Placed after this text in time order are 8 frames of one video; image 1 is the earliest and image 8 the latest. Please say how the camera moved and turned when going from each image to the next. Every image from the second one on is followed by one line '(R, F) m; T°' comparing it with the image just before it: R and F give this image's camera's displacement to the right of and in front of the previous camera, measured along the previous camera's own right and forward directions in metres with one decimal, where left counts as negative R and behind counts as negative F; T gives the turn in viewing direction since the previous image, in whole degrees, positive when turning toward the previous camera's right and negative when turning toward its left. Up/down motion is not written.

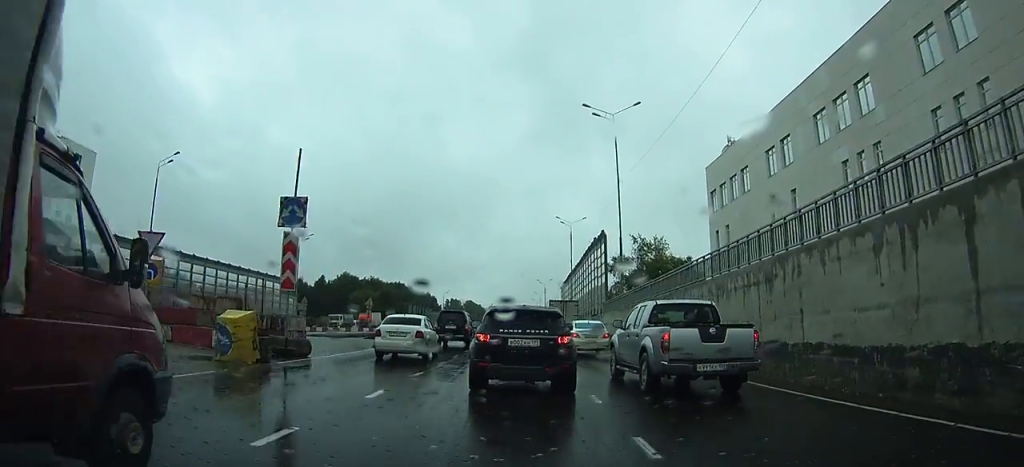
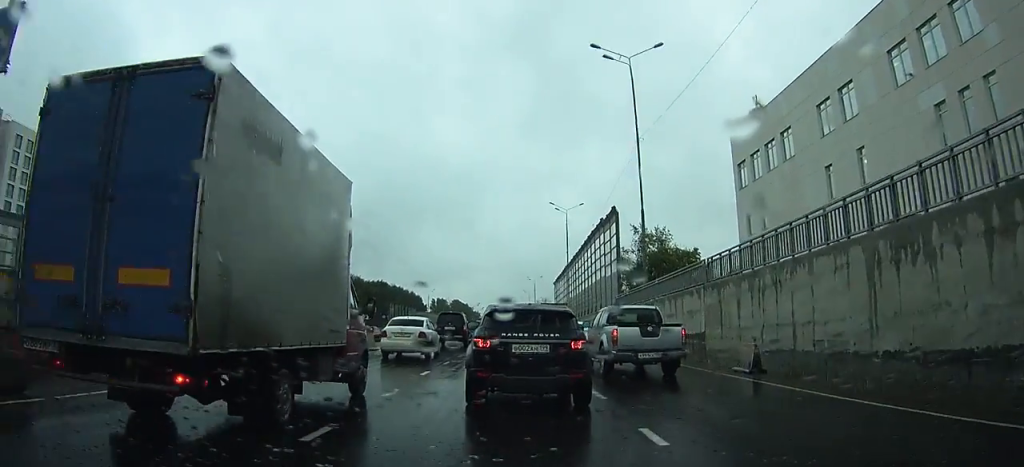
(+0.2, +11.2) m; +1°
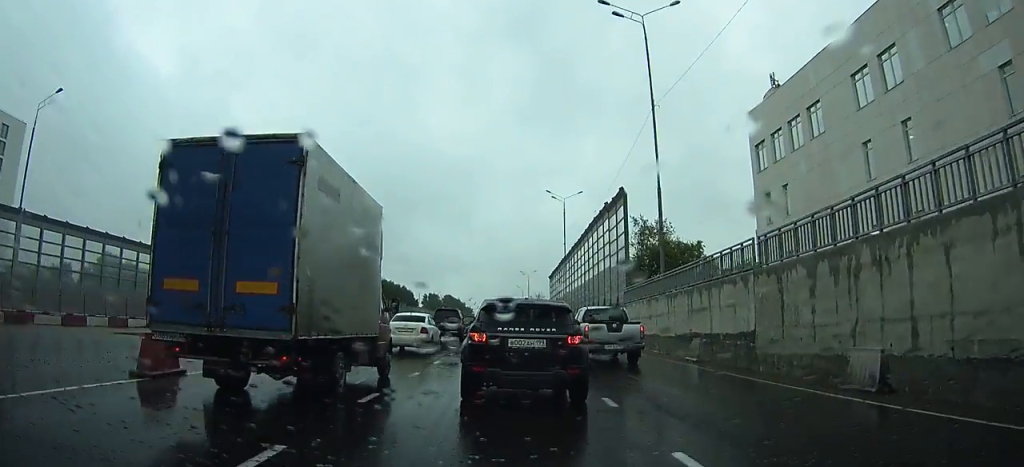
(0.0, +6.0) m; 0°
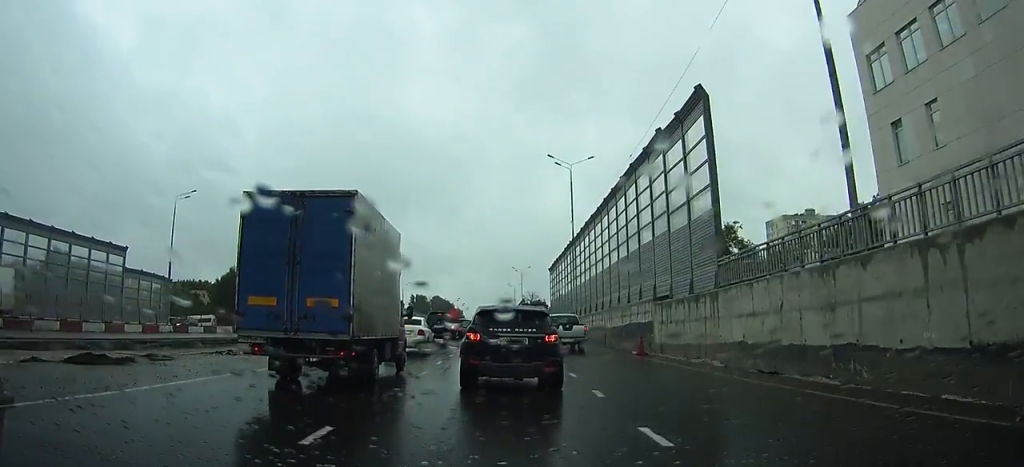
(0.0, +19.1) m; 0°
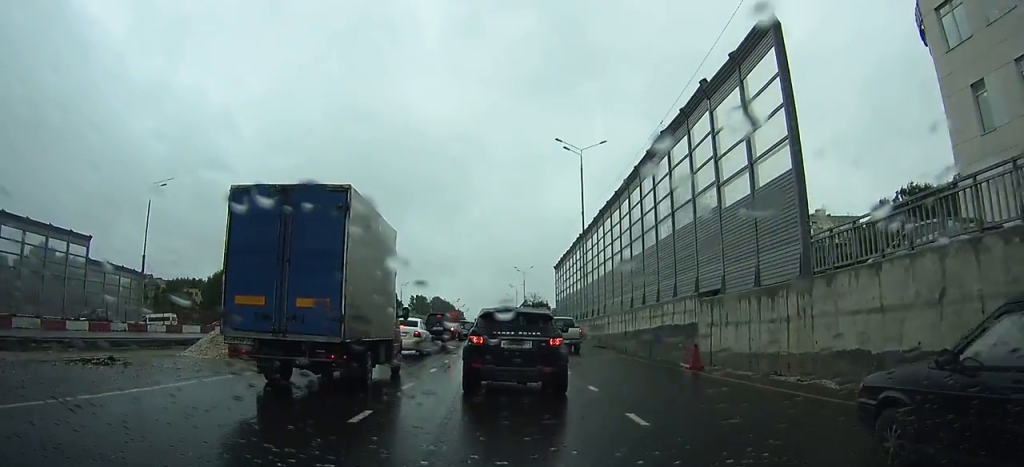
(0.0, +6.2) m; 0°
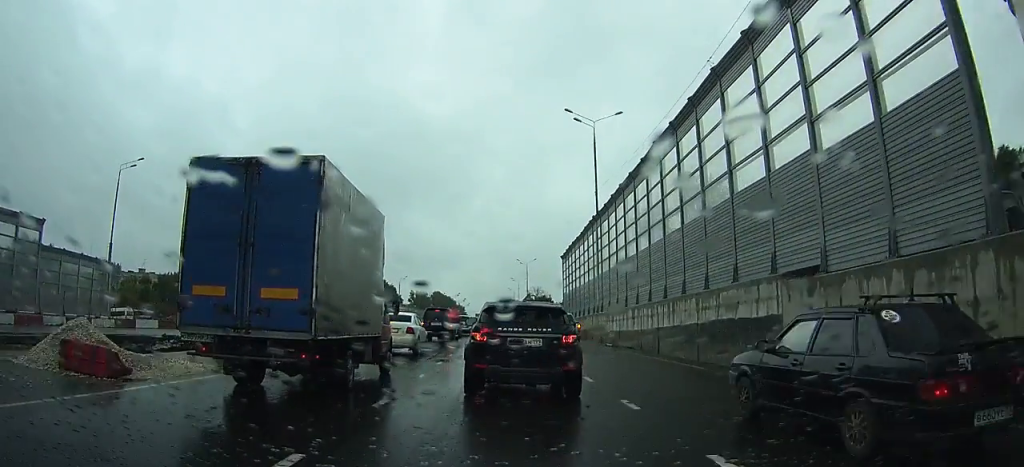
(0.0, +6.3) m; 0°
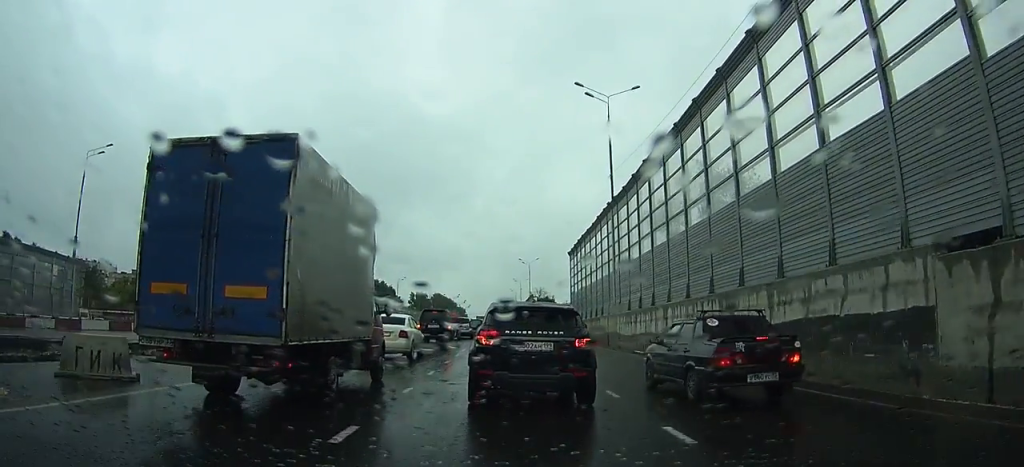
(0.0, +6.2) m; 0°
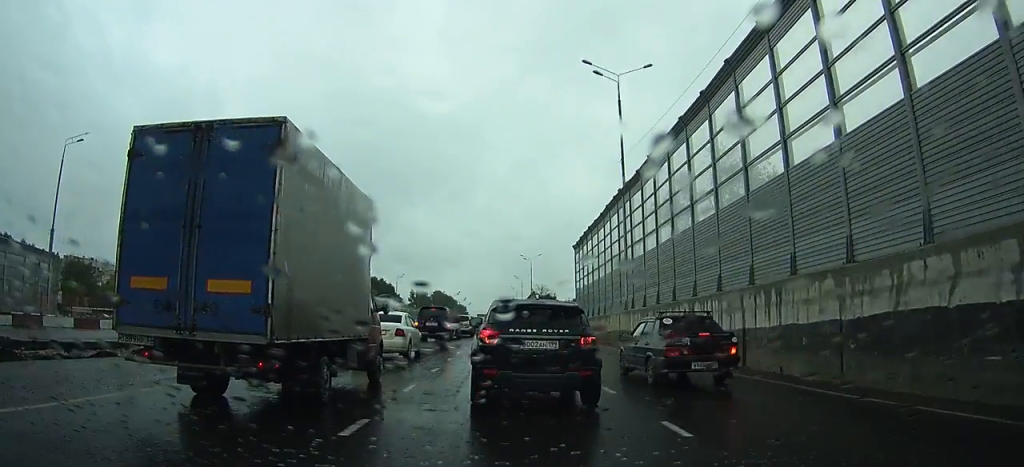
(0.0, +4.1) m; 0°
